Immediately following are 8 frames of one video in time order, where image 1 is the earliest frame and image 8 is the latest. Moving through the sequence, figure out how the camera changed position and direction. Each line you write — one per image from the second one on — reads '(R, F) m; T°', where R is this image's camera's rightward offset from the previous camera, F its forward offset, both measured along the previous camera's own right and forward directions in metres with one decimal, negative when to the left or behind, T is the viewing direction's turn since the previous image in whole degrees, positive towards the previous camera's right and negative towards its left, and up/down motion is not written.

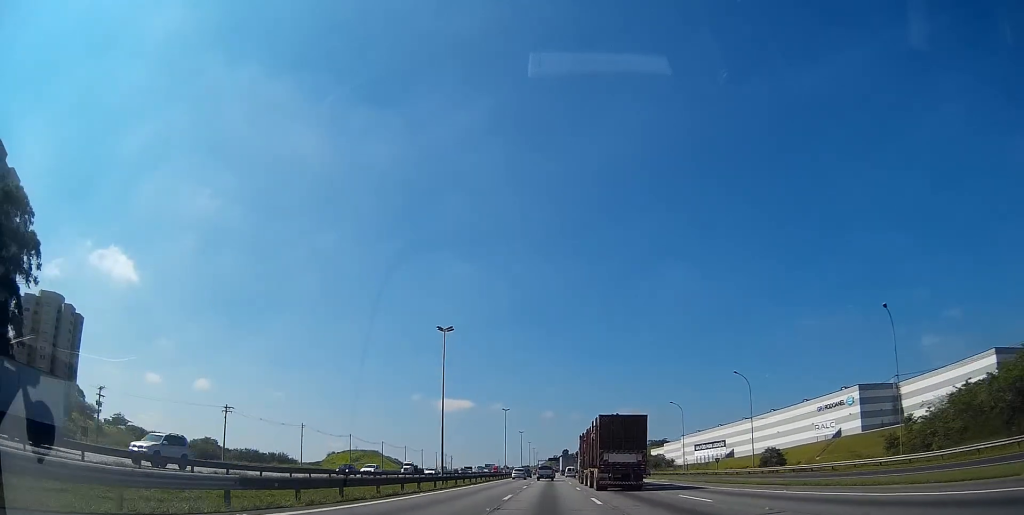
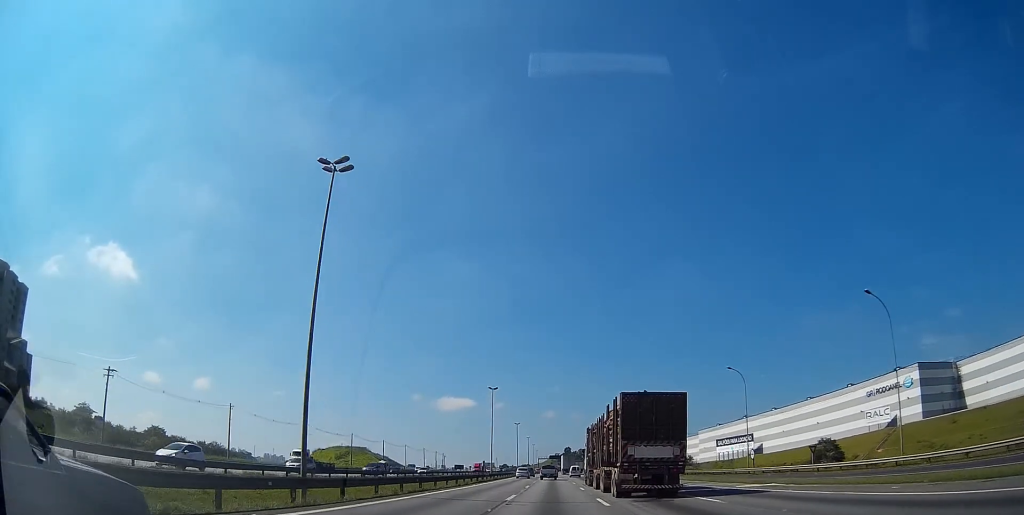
(-0.3, +32.9) m; -1°
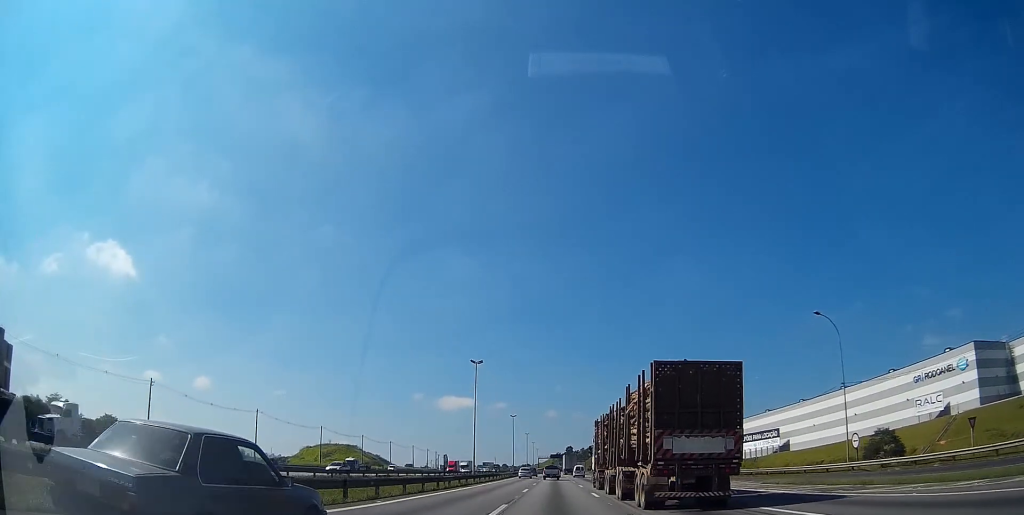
(-0.2, +24.1) m; +1°
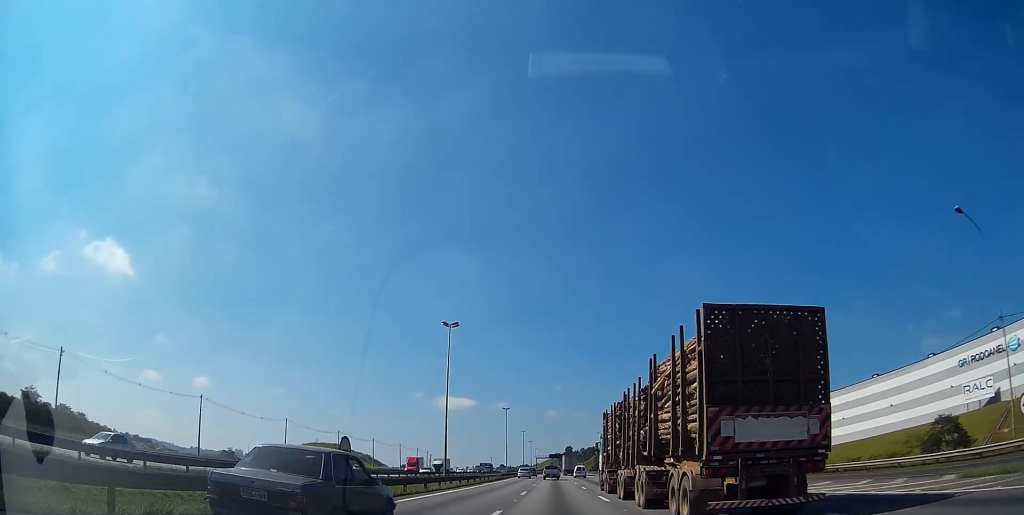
(+0.4, +19.8) m; 0°
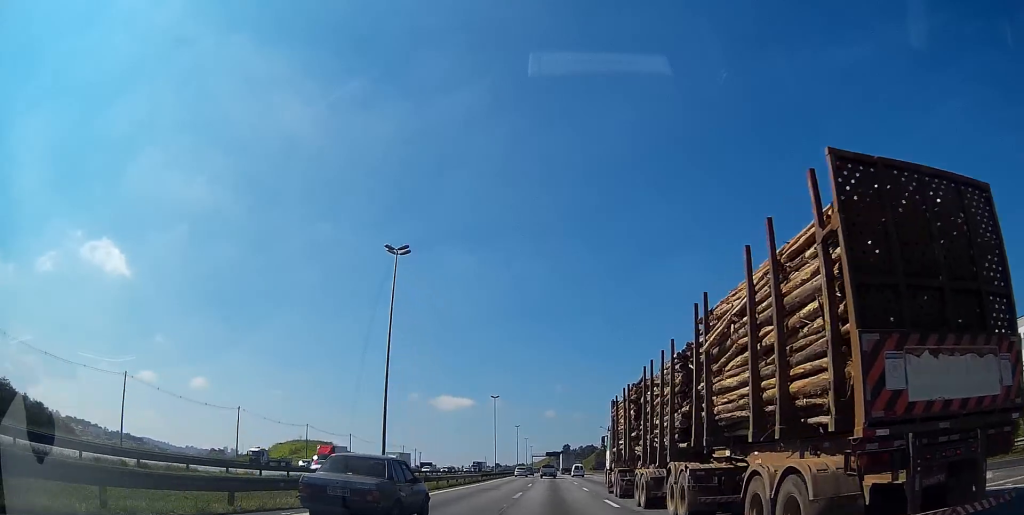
(-0.1, +19.8) m; -1°
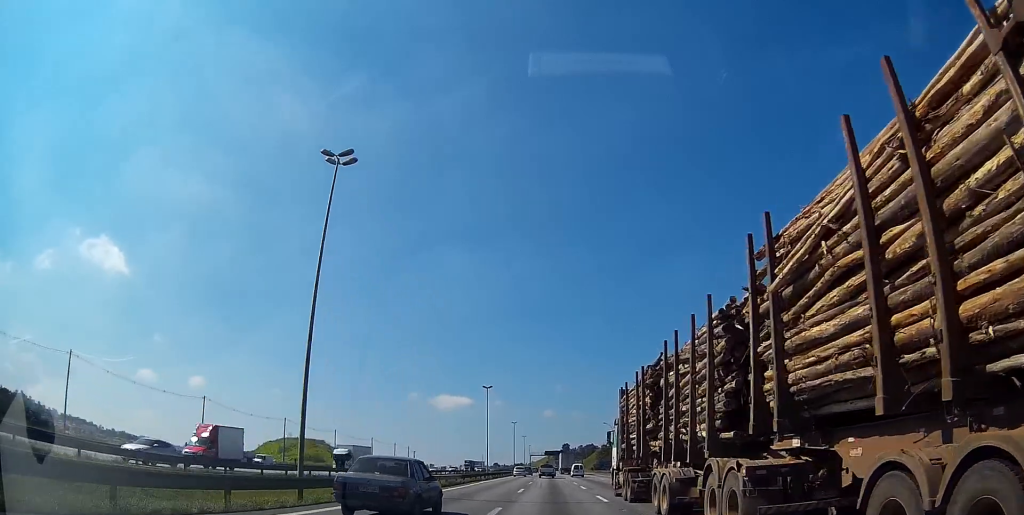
(-0.2, +12.1) m; -1°
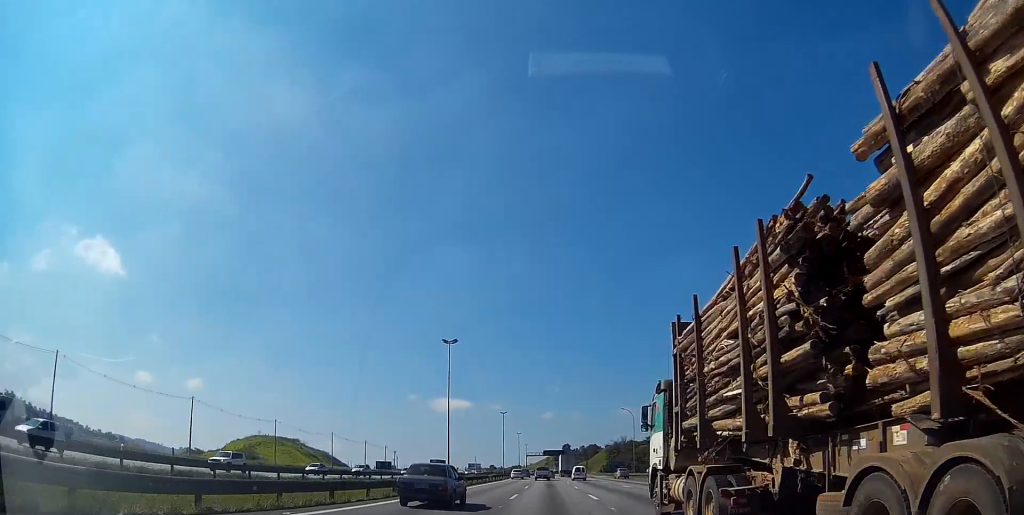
(+0.4, +37.0) m; +2°
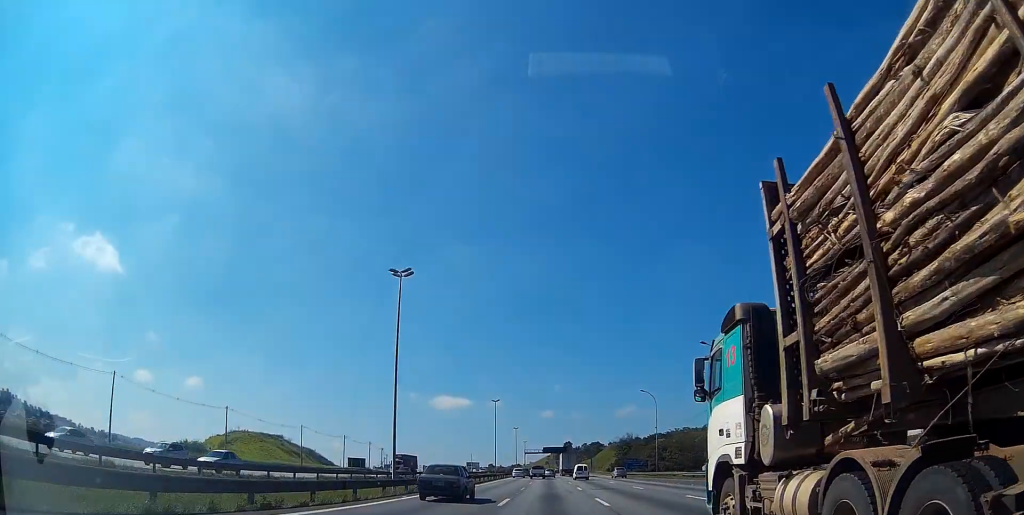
(+0.3, +21.5) m; 0°
